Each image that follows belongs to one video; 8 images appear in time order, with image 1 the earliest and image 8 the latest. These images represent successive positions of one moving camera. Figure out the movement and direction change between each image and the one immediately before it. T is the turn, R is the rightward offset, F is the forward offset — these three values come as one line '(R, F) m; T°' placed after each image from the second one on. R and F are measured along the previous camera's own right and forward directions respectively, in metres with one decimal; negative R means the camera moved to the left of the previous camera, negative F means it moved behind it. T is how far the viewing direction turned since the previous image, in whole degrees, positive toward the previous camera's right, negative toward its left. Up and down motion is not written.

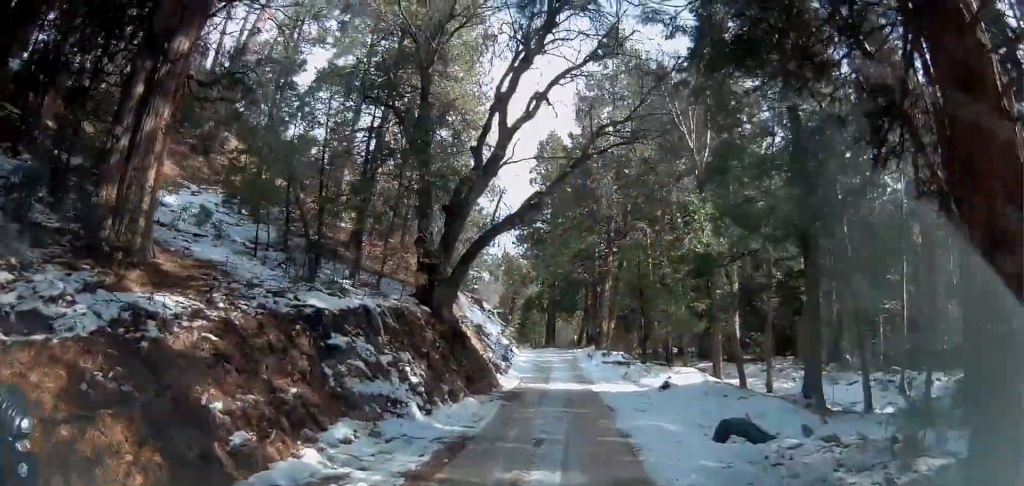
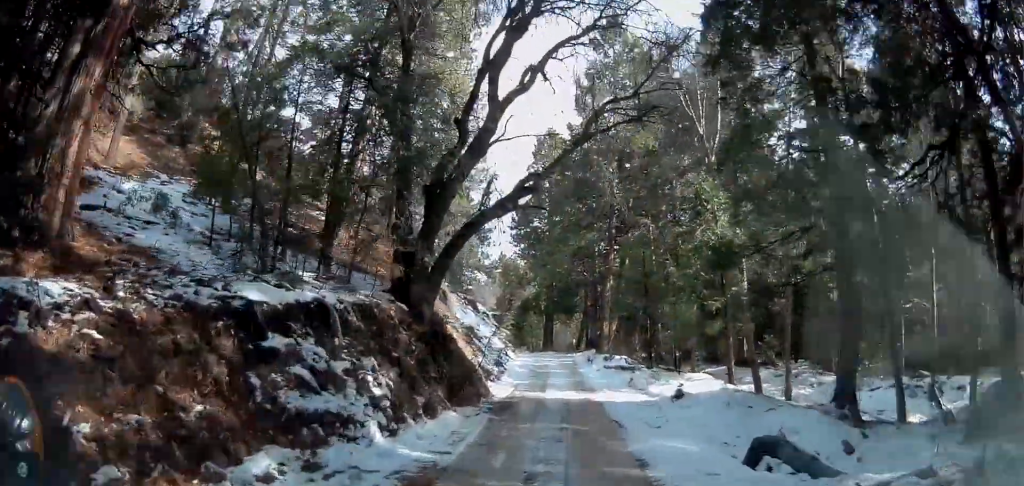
(+0.1, +2.5) m; +1°
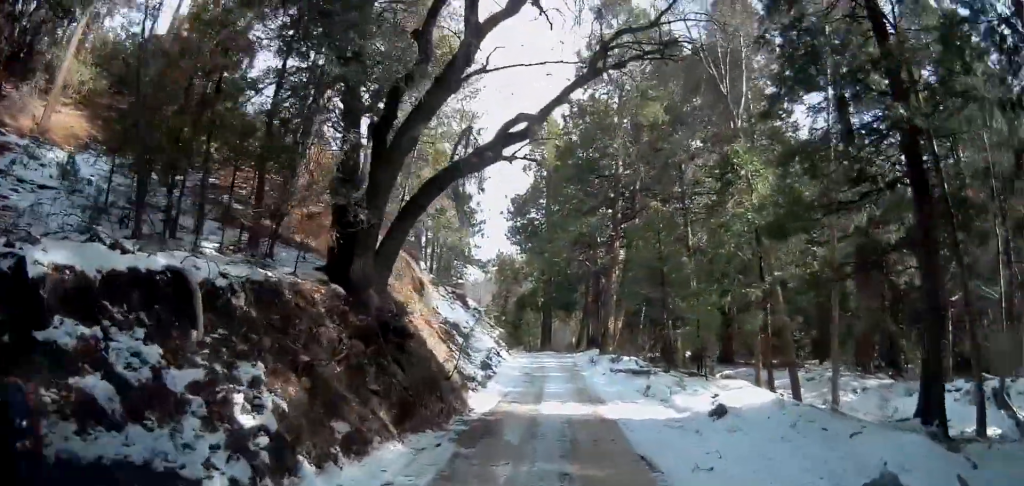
(+0.2, +4.2) m; +1°
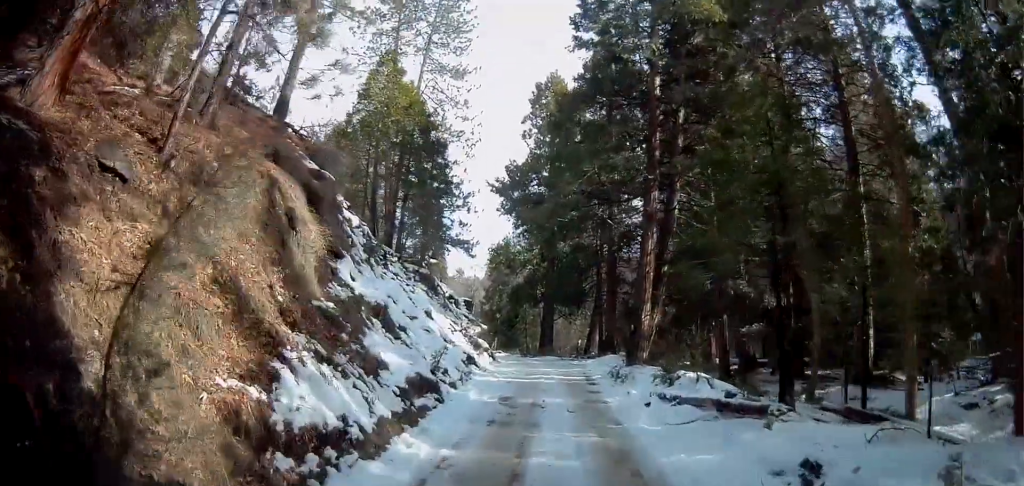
(-0.1, +9.9) m; -2°
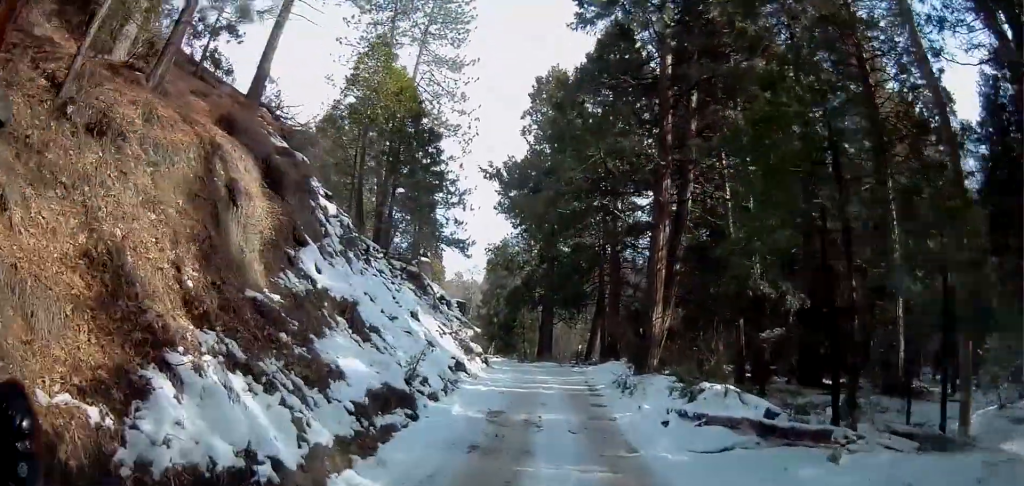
(-0.1, +1.9) m; -1°
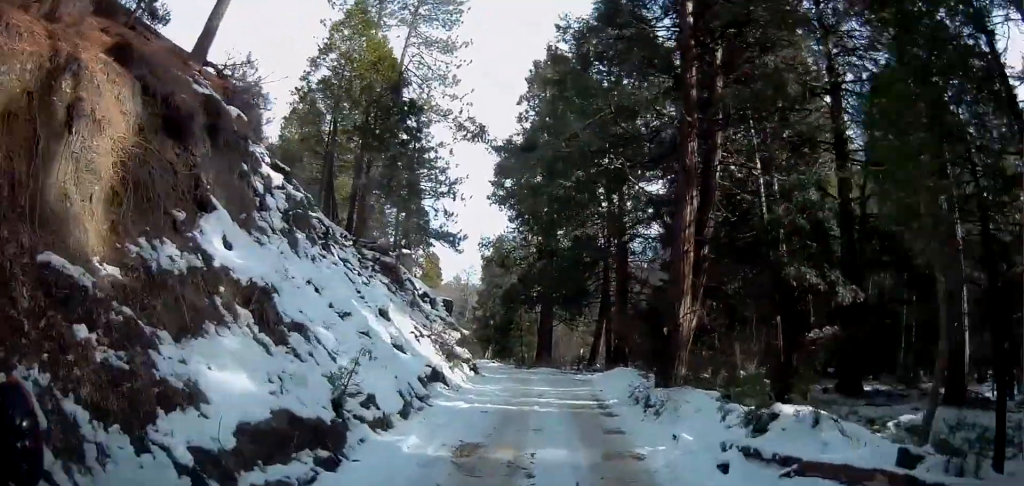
(0.0, +3.5) m; -1°
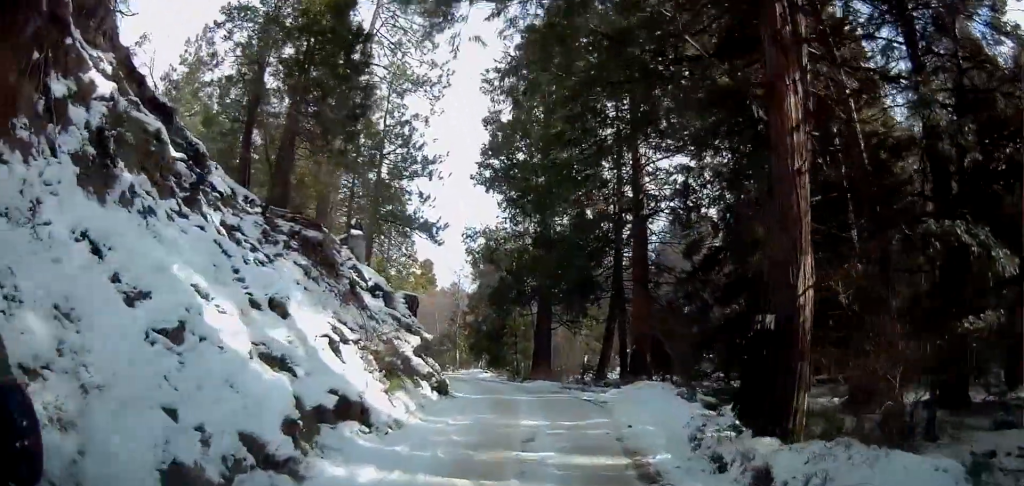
(-0.1, +7.4) m; +3°
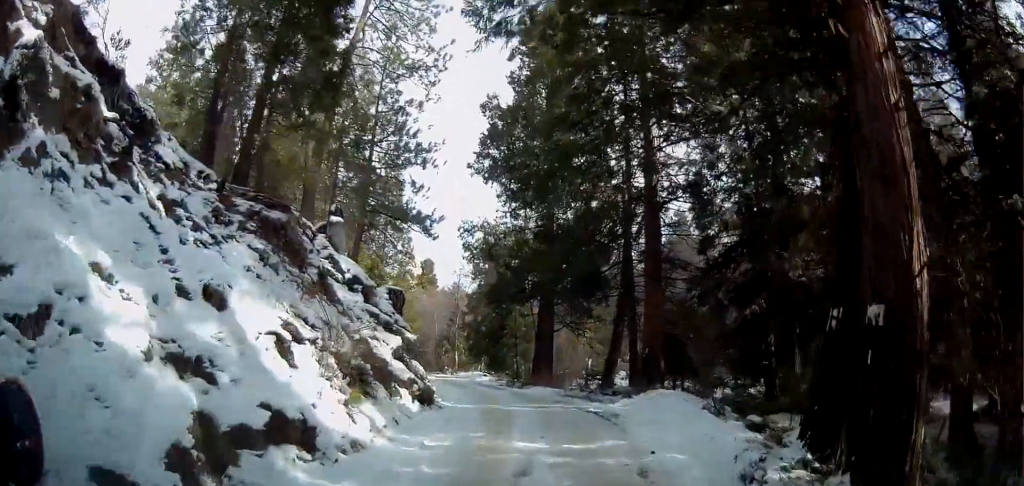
(+0.2, +2.9) m; +1°
